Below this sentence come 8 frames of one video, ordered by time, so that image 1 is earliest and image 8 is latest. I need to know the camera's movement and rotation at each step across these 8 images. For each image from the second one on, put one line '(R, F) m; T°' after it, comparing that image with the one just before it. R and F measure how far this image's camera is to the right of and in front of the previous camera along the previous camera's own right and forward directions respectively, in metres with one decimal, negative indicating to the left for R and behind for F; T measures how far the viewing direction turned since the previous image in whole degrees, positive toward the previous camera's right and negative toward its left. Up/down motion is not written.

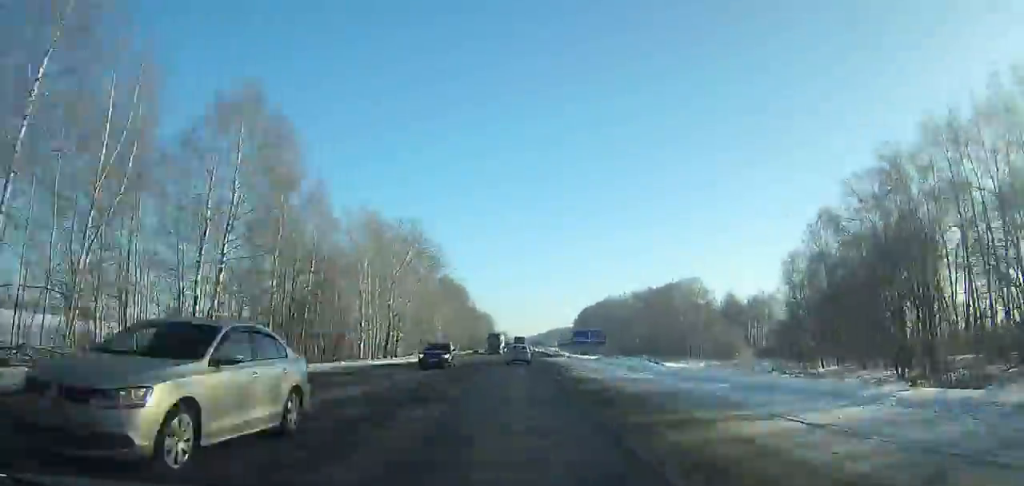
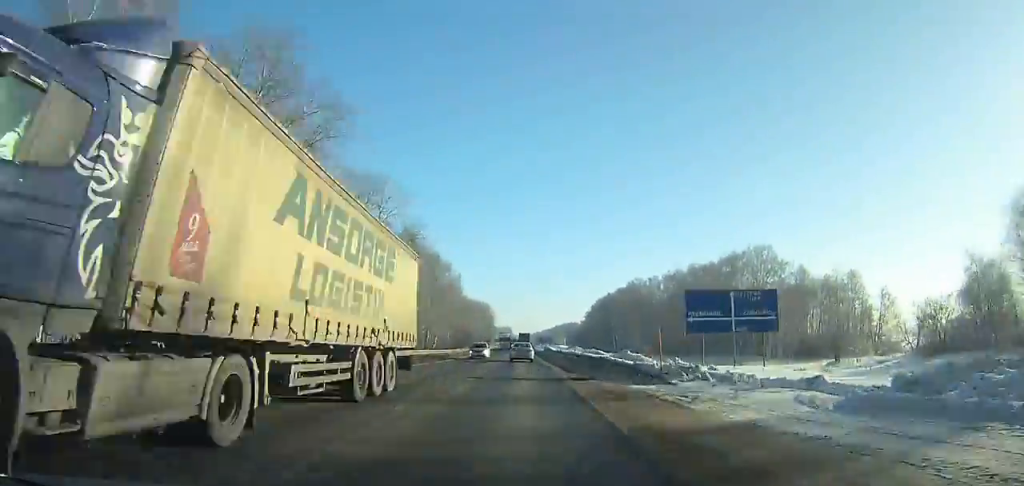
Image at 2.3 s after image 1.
(0.0, +52.2) m; 0°
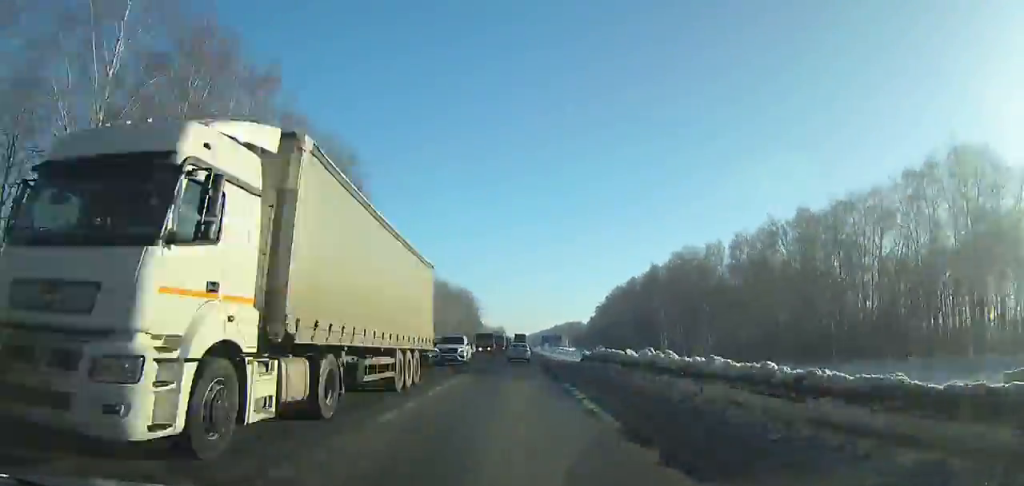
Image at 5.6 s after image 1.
(+0.2, +73.3) m; 0°
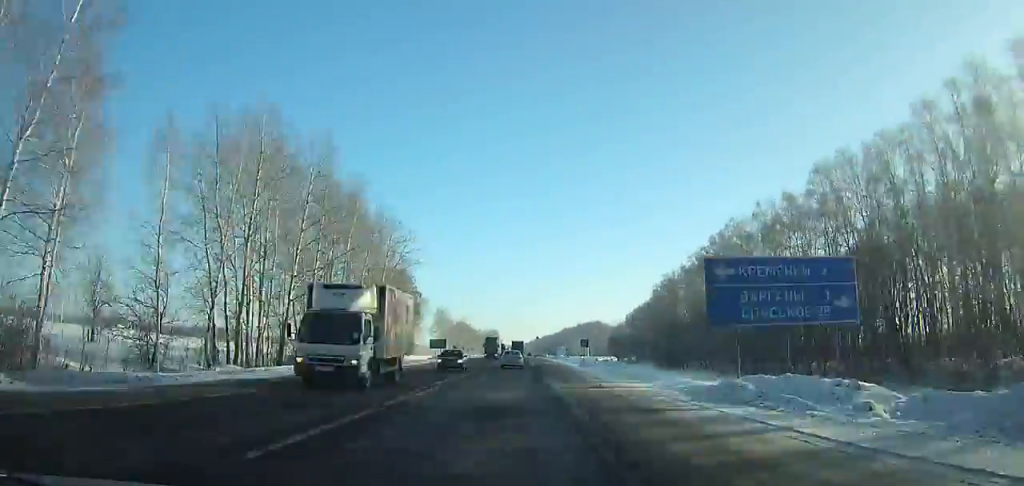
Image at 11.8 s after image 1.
(0.0, +134.1) m; 0°
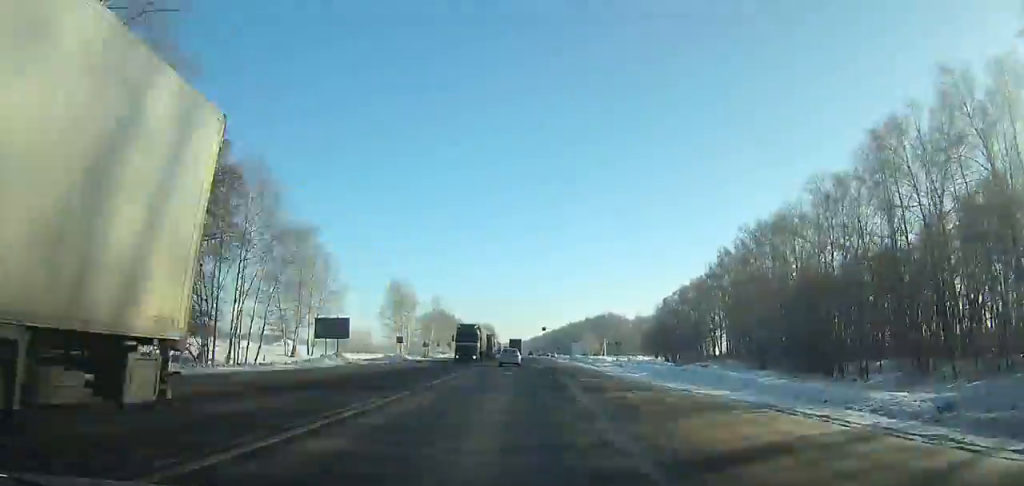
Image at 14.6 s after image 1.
(+0.1, +59.5) m; 0°
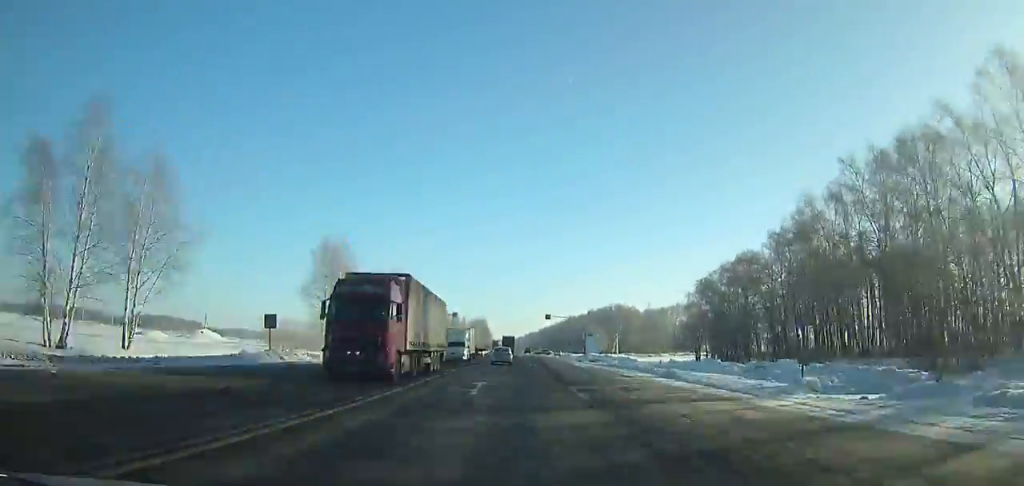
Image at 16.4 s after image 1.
(-0.1, +38.0) m; 0°
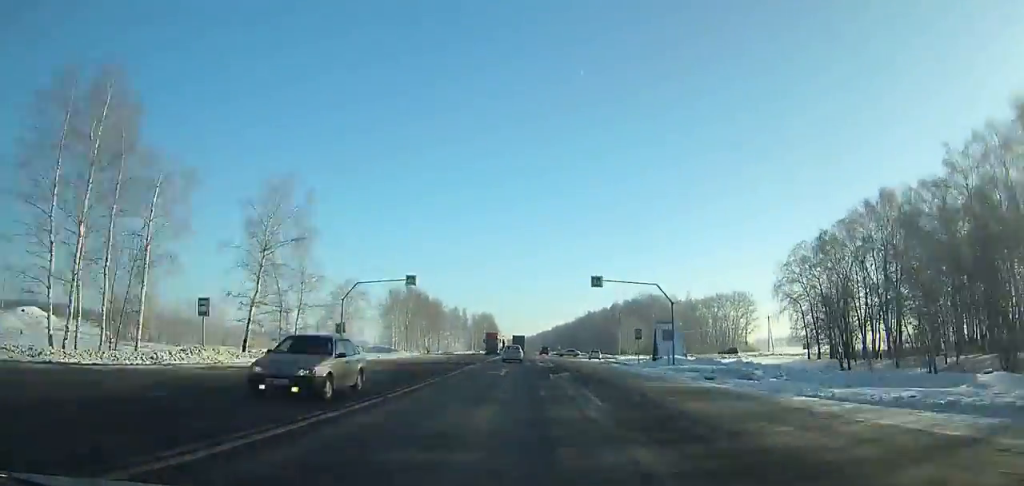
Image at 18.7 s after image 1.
(-0.1, +48.3) m; 0°
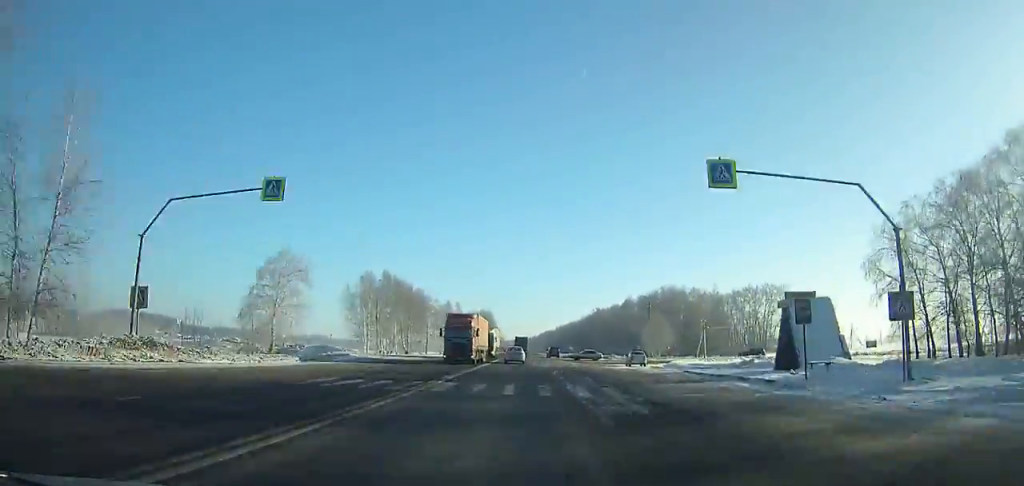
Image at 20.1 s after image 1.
(0.0, +29.3) m; 0°
